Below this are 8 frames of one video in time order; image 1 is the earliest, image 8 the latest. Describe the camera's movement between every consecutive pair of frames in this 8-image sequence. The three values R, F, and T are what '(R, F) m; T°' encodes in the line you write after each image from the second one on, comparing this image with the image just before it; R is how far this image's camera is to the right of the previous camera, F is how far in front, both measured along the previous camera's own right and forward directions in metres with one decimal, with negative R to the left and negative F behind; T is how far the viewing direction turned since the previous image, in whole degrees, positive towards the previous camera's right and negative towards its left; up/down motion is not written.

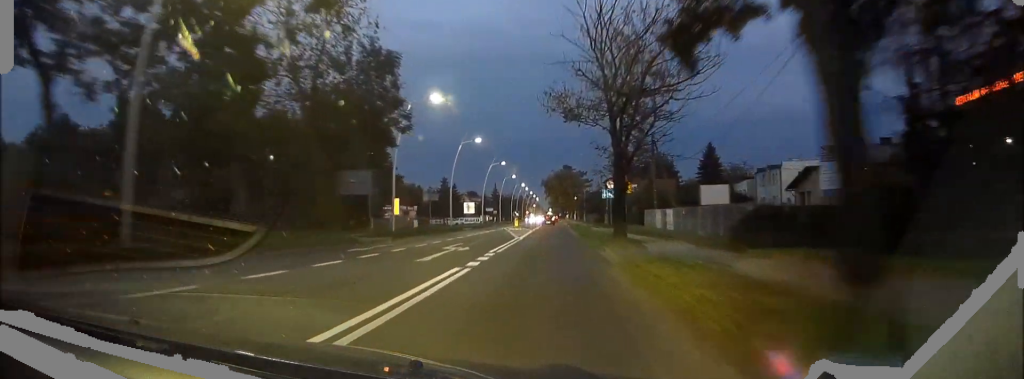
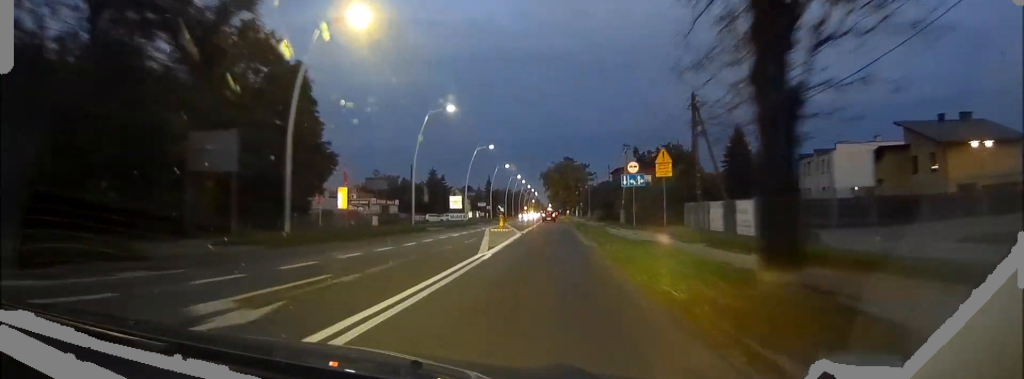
(-0.1, +17.7) m; 0°
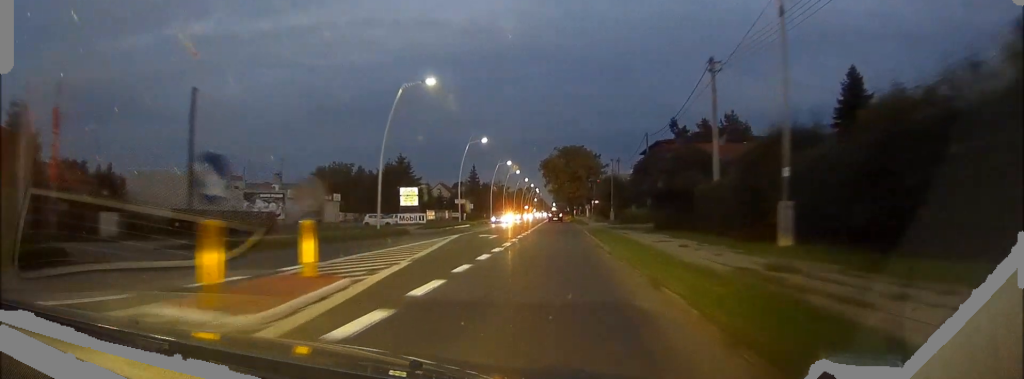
(+0.4, +39.5) m; 0°
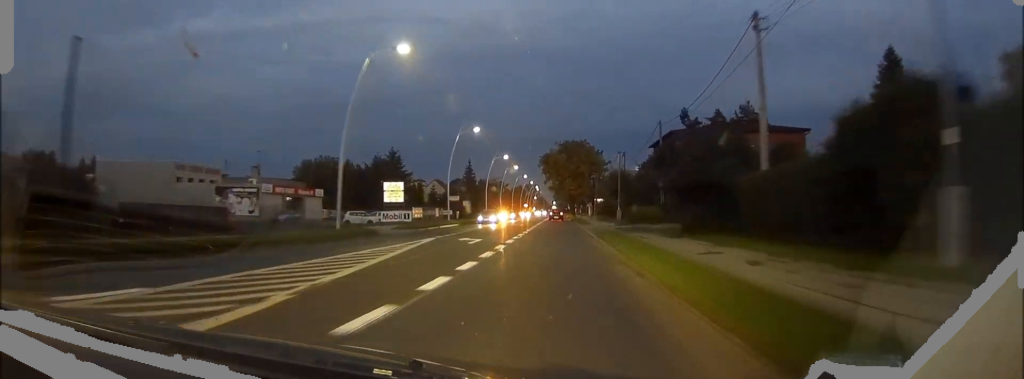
(0.0, +7.5) m; 0°
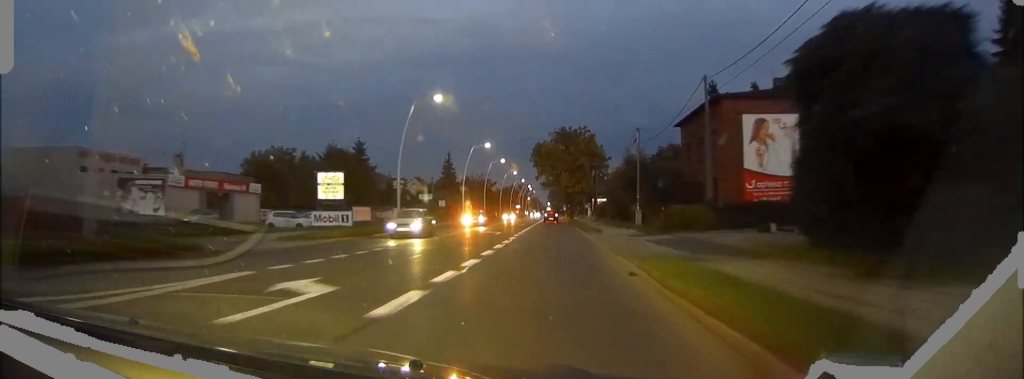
(-0.1, +18.5) m; 0°
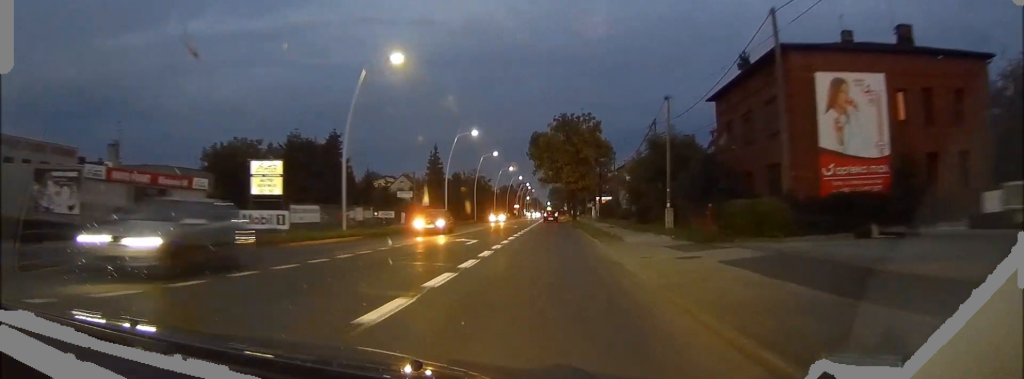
(0.0, +12.1) m; 0°
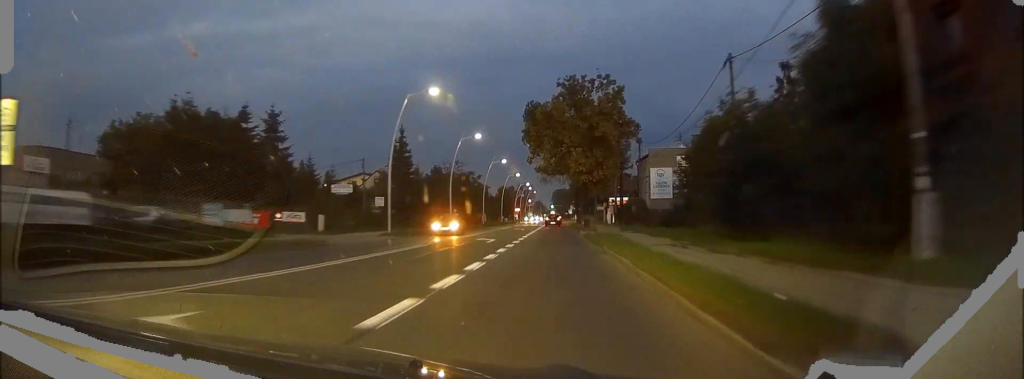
(0.0, +23.3) m; 0°
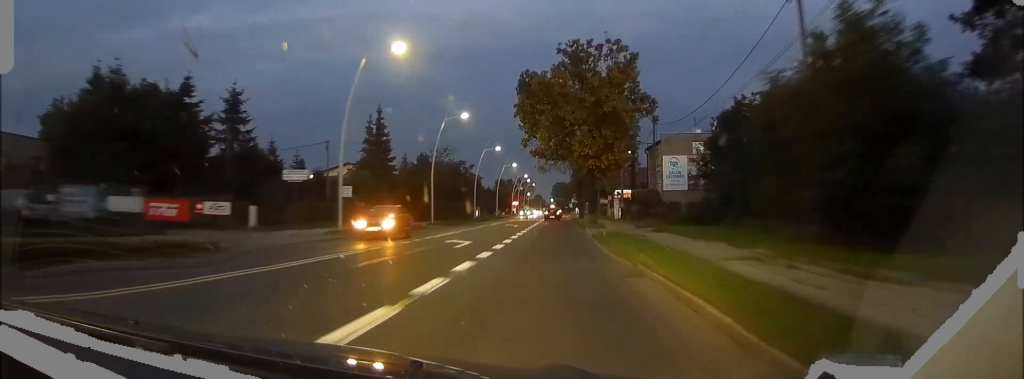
(0.0, +9.6) m; 0°
